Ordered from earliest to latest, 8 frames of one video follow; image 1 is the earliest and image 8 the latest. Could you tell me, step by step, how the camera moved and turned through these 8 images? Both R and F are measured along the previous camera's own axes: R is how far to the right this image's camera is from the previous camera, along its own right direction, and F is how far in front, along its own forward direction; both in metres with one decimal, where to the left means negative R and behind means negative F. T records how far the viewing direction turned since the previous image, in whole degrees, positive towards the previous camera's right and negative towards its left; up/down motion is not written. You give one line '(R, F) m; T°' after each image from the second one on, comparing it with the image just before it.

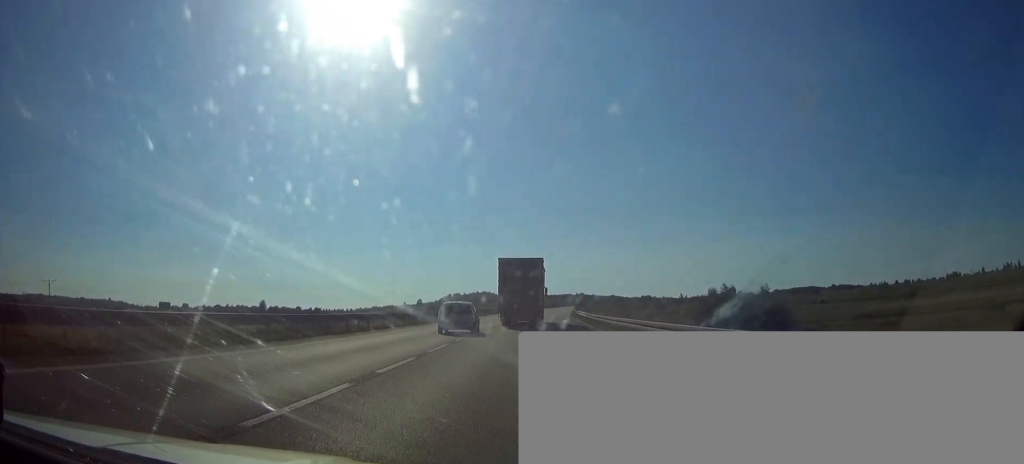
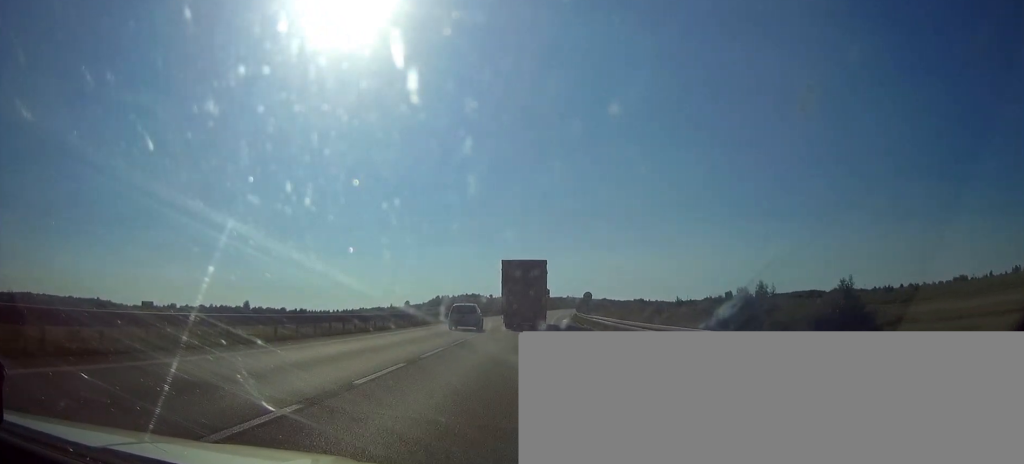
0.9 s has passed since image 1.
(+0.3, +20.9) m; +1°
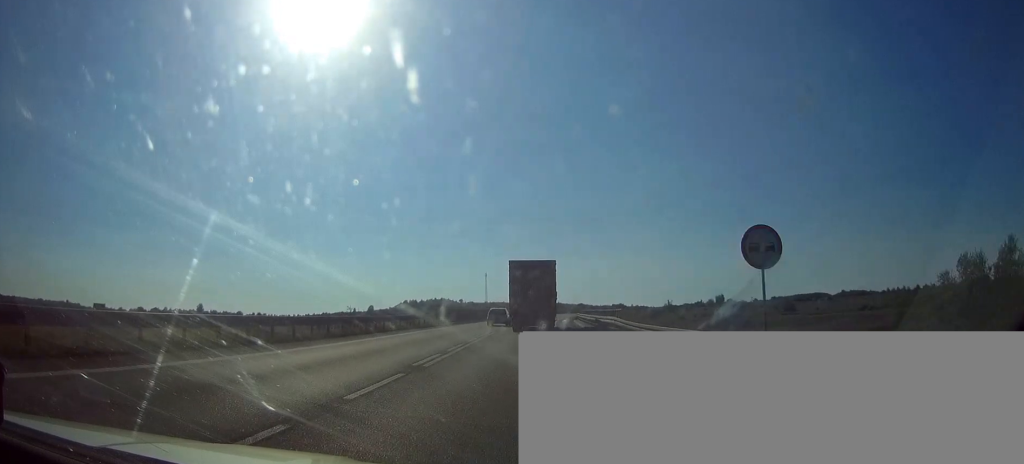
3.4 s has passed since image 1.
(+0.8, +56.1) m; +2°
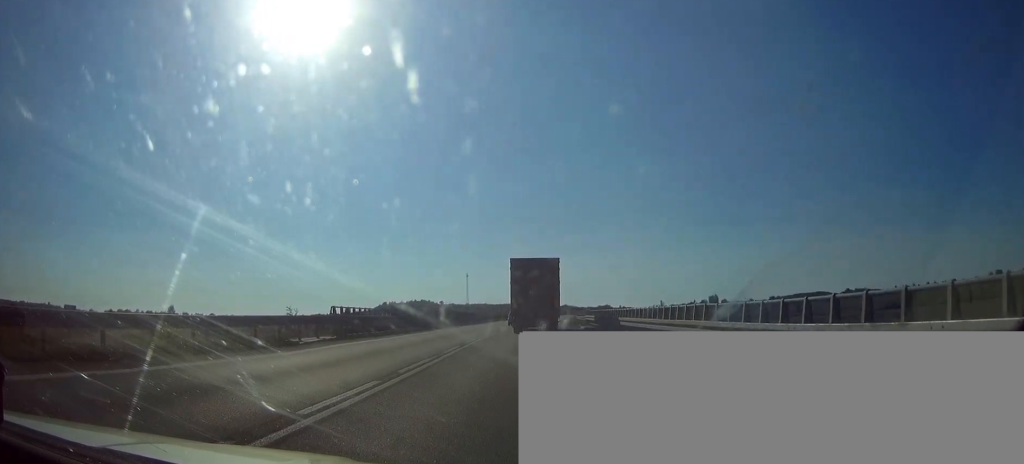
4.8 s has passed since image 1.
(+0.2, +31.6) m; +1°
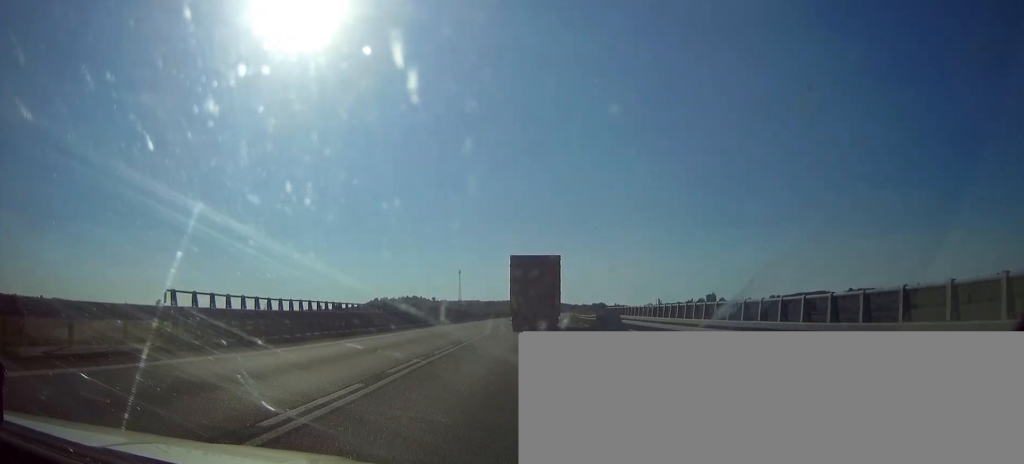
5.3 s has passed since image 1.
(+0.1, +13.1) m; +1°
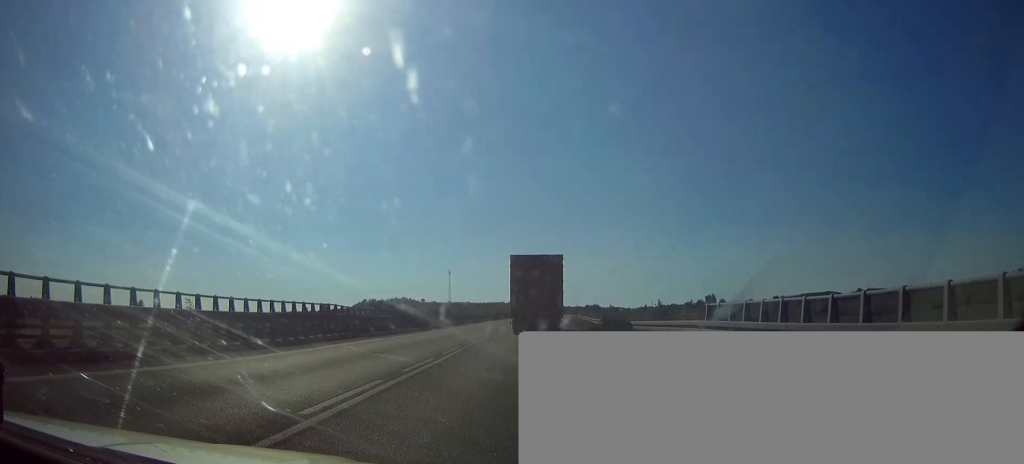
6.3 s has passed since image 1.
(+0.3, +23.1) m; +1°
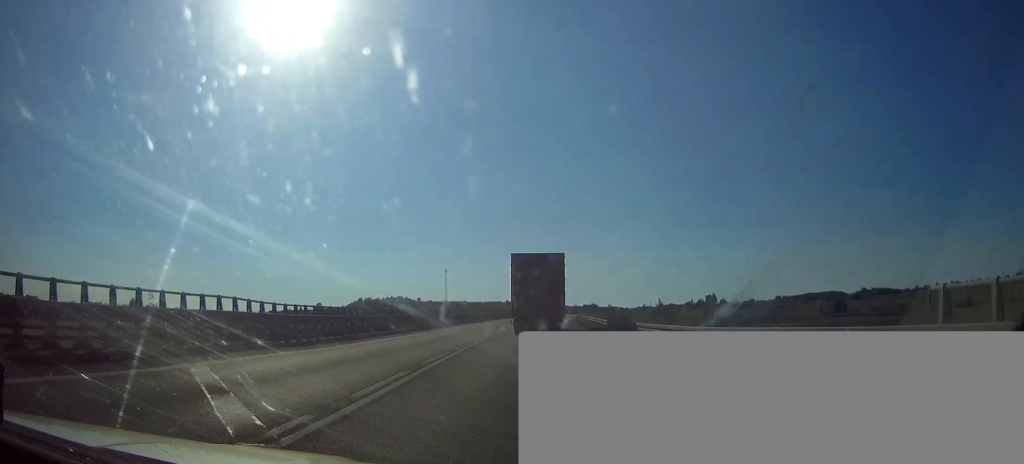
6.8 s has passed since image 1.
(0.0, +10.0) m; 0°
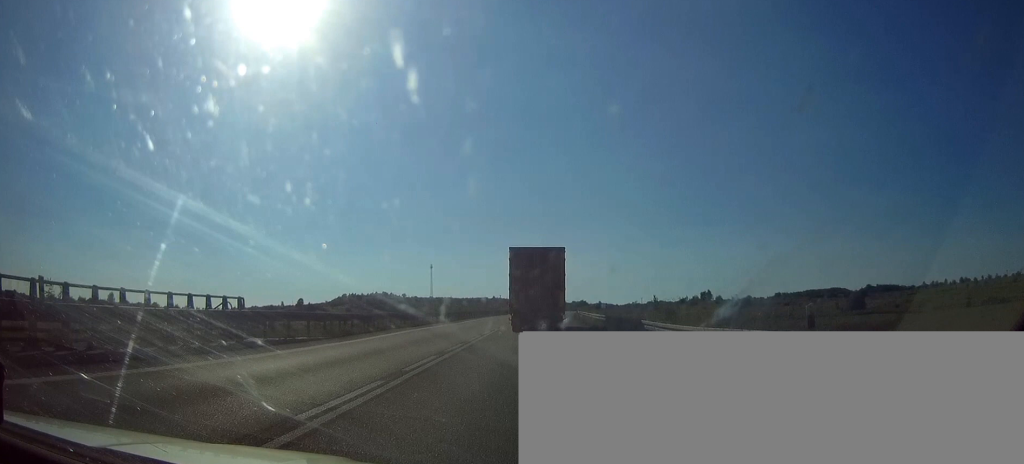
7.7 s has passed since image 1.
(+0.1, +20.7) m; +1°
